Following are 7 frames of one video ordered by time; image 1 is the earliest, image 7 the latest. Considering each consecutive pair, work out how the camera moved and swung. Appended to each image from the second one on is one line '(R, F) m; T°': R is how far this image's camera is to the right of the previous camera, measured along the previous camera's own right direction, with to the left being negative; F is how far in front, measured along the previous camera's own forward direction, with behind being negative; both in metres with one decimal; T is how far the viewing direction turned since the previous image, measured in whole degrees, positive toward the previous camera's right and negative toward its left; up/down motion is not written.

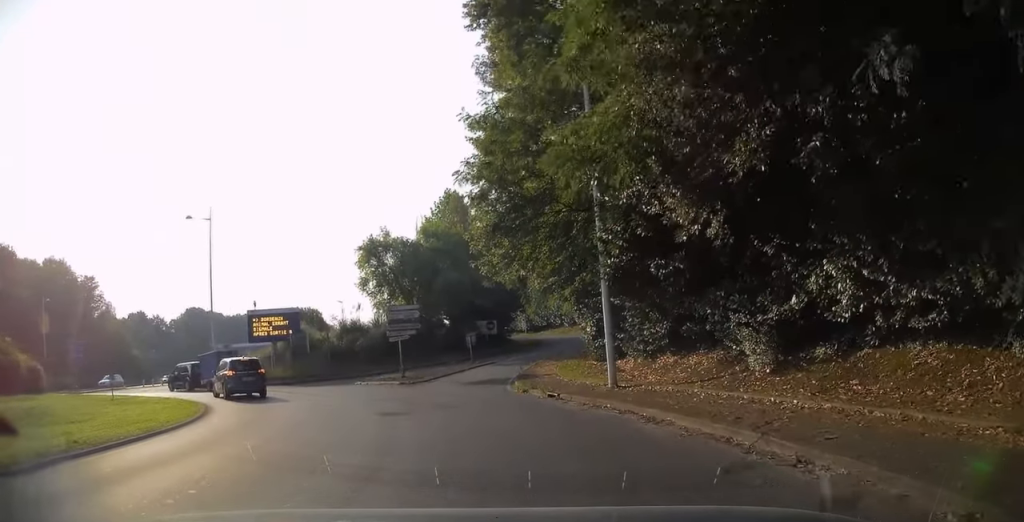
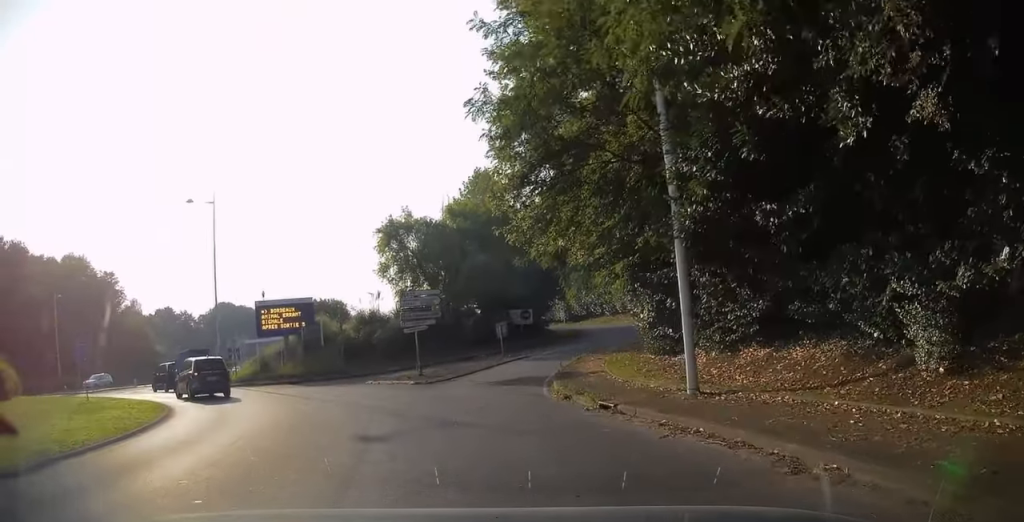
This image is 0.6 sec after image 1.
(0.0, +4.7) m; -5°
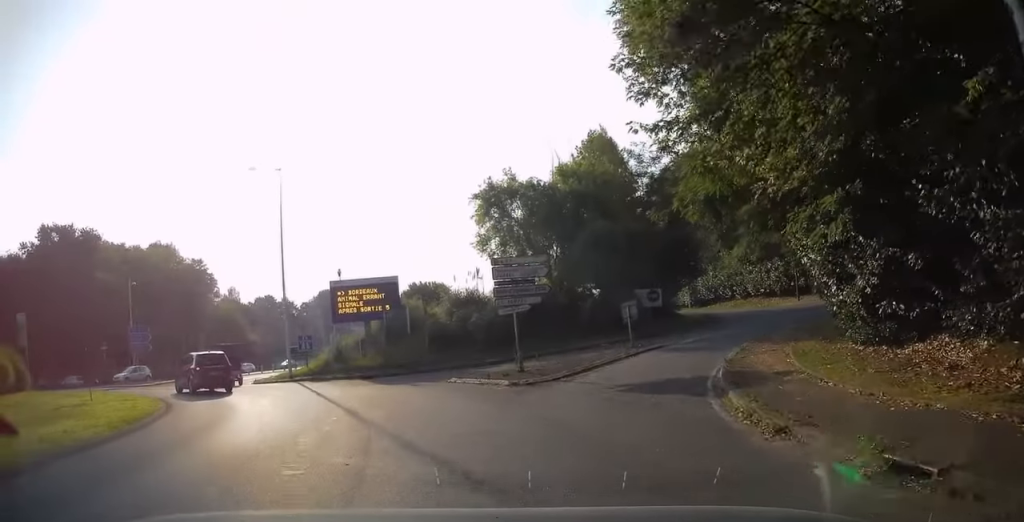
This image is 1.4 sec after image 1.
(-0.4, +6.8) m; -11°
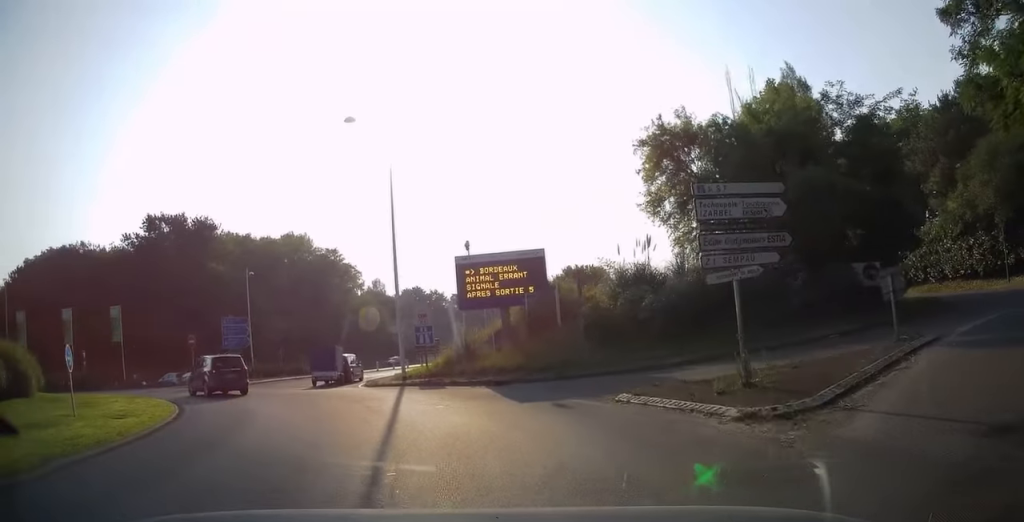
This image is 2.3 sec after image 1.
(-1.2, +8.1) m; -14°
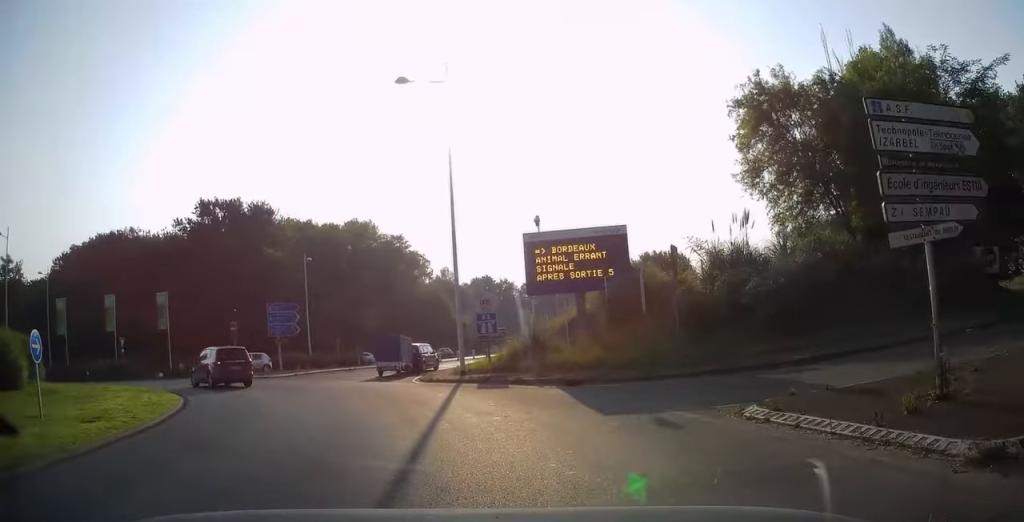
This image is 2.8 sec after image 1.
(-0.3, +3.6) m; -6°
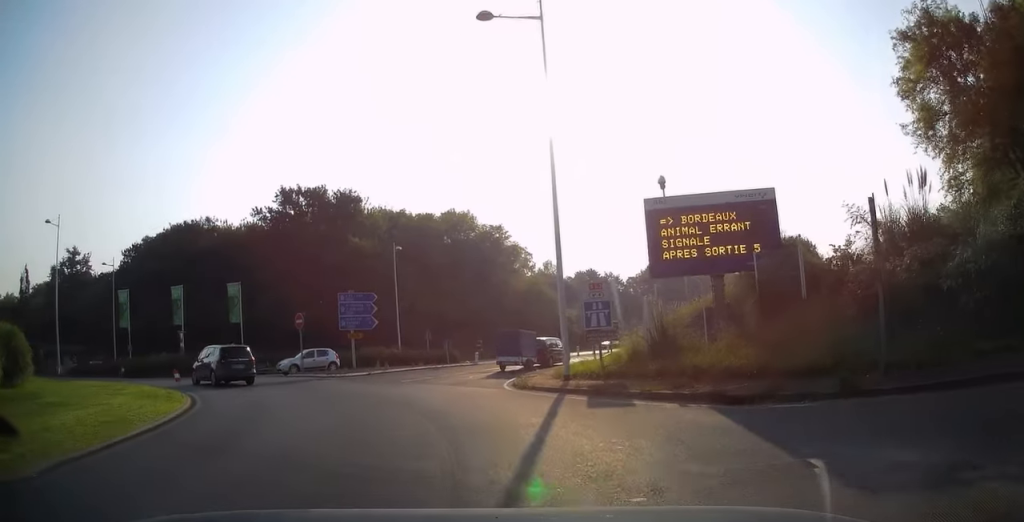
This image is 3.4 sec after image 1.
(-0.2, +5.3) m; -8°
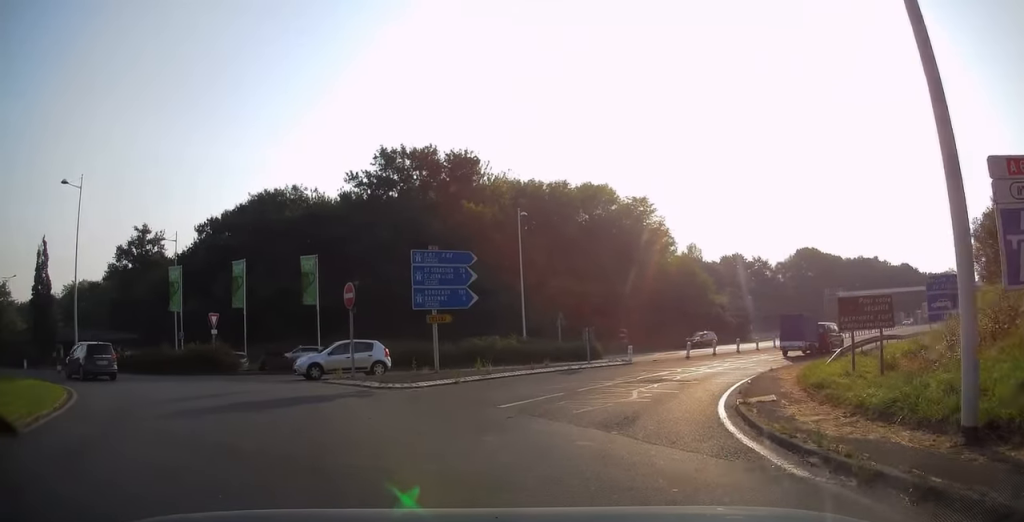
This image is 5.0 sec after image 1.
(-2.1, +12.8) m; -7°
